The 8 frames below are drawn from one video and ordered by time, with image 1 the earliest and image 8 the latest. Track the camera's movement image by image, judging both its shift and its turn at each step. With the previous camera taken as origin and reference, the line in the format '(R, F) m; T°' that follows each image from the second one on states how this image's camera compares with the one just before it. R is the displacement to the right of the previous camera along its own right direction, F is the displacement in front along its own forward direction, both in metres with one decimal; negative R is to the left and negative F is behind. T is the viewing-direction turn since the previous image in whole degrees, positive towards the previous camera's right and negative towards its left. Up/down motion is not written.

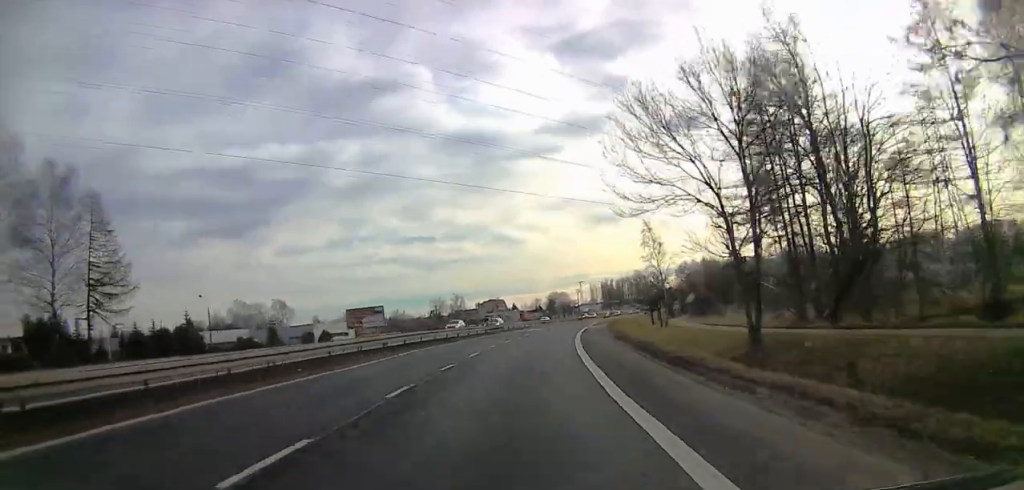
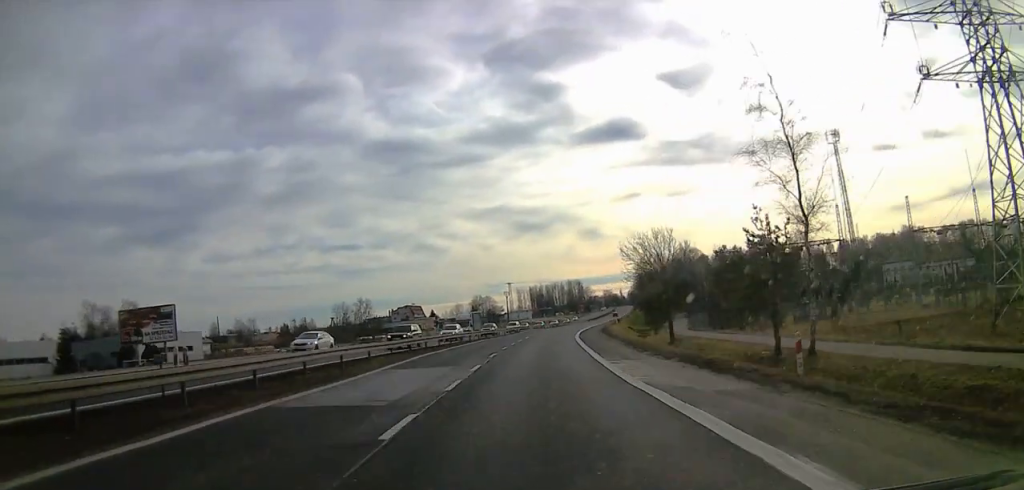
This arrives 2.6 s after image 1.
(+2.6, +50.1) m; +10°
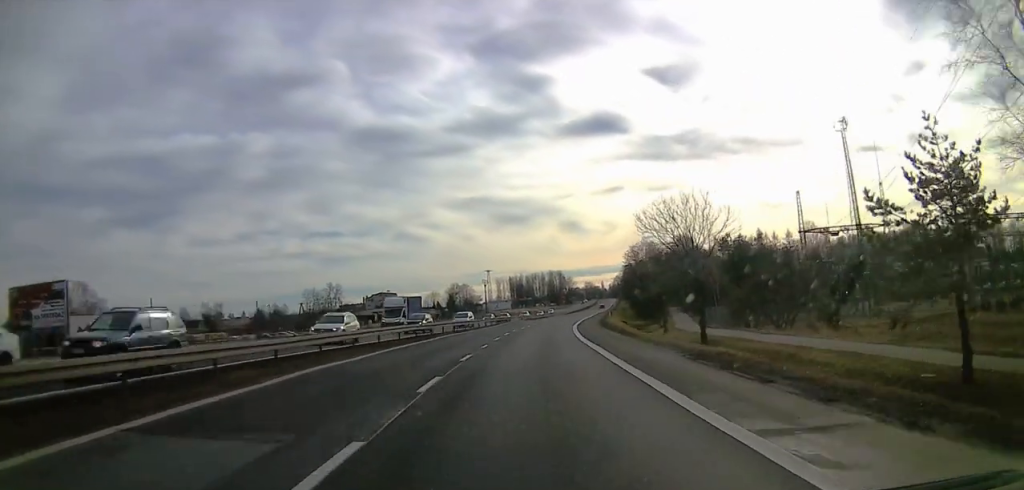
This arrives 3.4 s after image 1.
(+0.9, +14.3) m; +2°
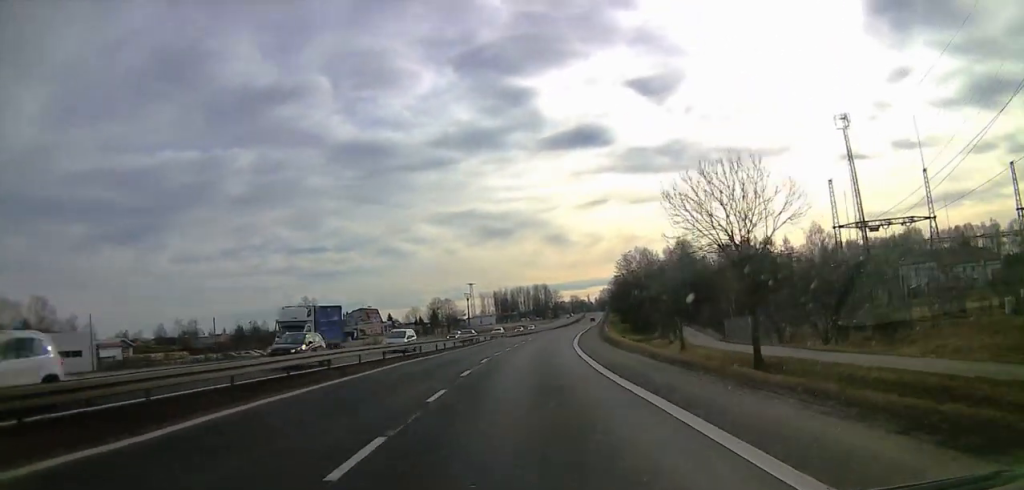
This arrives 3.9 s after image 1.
(-0.1, +10.7) m; -1°
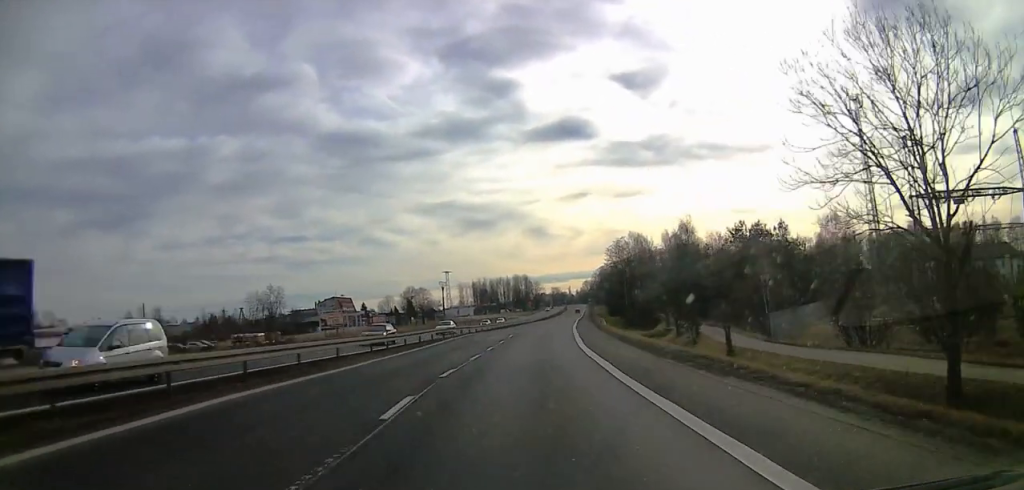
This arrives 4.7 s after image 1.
(-0.2, +14.6) m; 0°
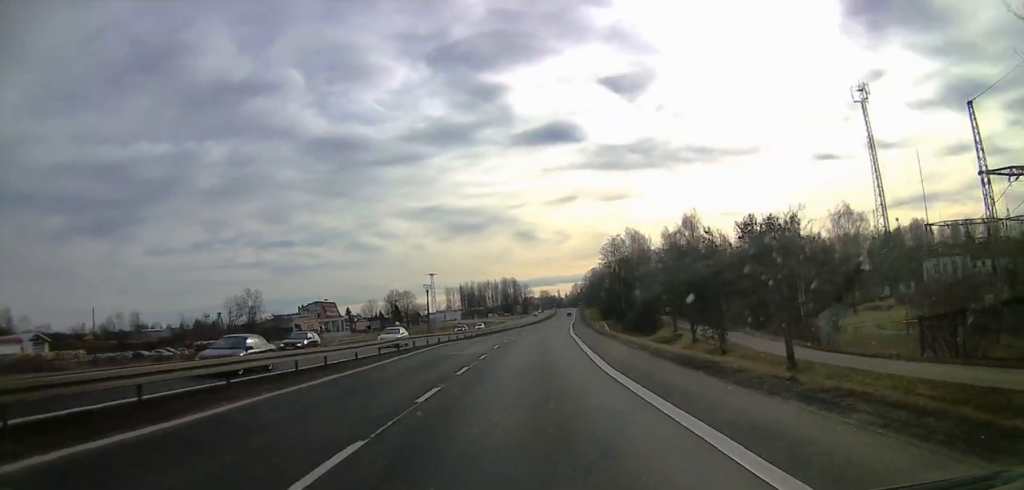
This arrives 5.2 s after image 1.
(-0.4, +9.0) m; +2°
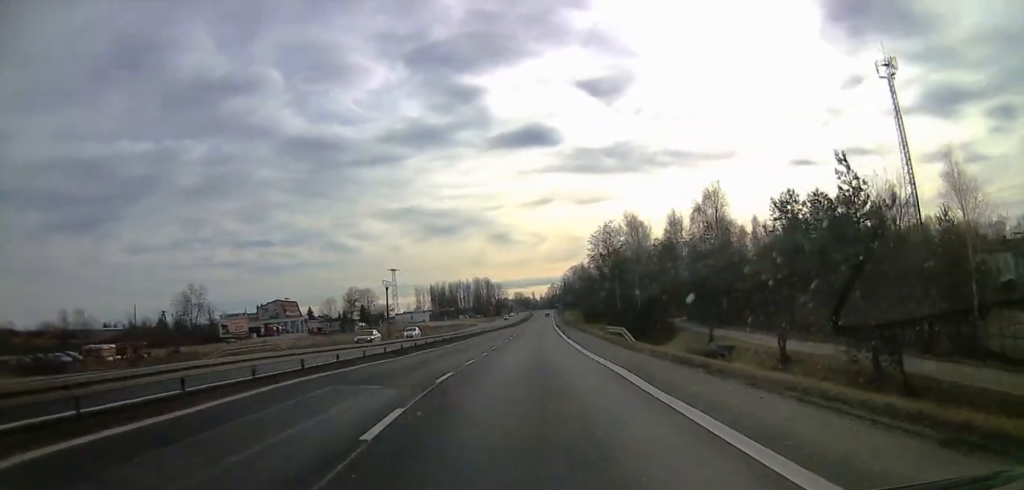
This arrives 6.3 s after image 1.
(+1.3, +21.4) m; +5°
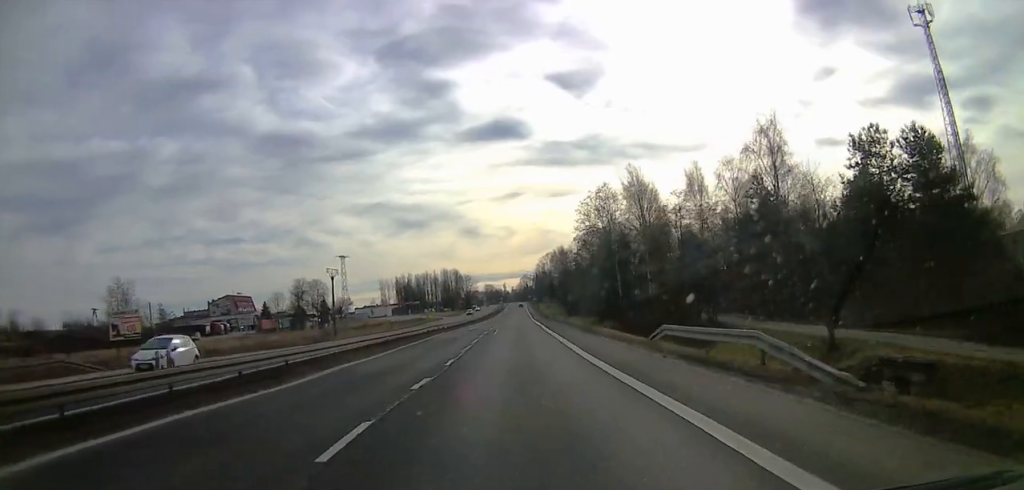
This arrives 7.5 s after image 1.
(+0.4, +23.8) m; +1°
